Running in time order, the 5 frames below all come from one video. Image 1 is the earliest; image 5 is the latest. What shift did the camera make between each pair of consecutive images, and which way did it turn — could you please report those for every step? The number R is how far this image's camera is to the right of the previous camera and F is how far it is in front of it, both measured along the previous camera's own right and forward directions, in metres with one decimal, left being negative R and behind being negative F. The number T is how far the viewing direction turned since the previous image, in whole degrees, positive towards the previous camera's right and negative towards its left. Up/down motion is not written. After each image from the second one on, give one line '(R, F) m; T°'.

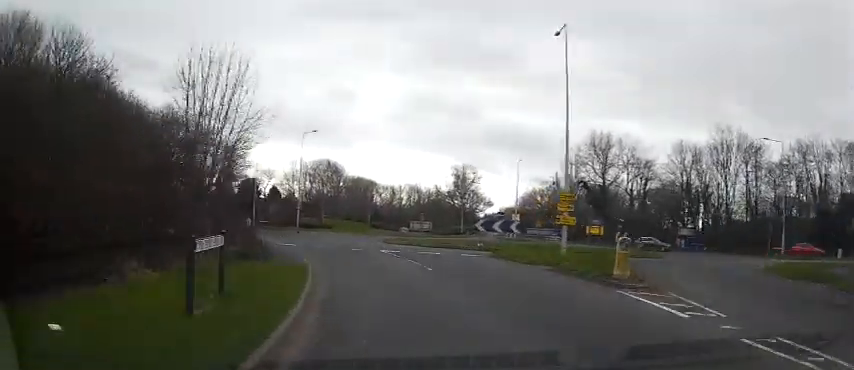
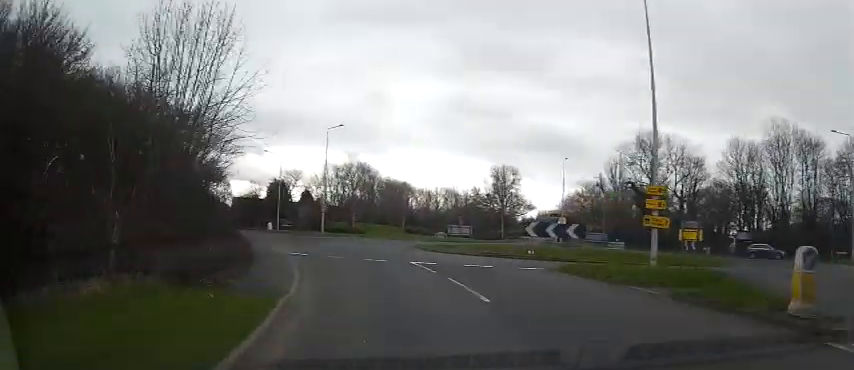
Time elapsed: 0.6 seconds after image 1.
(-0.2, +5.9) m; -5°
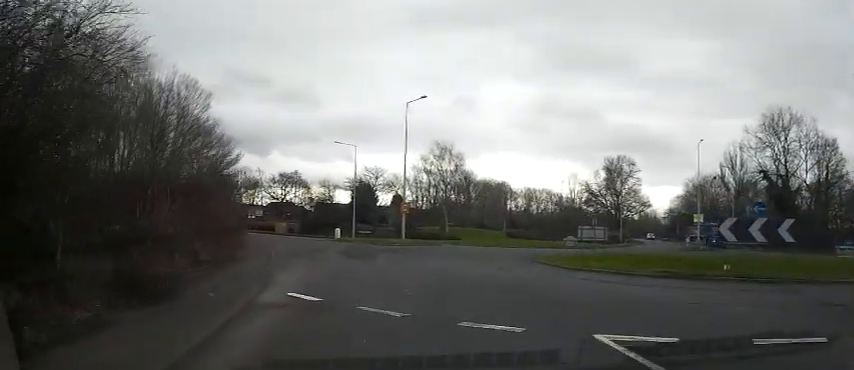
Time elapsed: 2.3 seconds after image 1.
(-1.5, +13.6) m; -11°
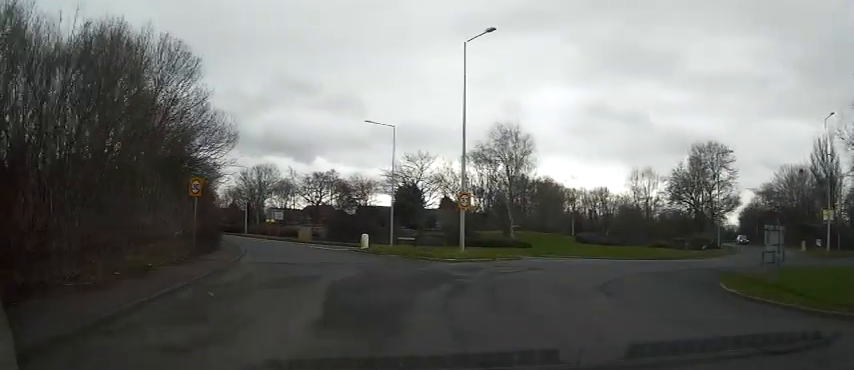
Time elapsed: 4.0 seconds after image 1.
(-0.9, +14.1) m; -2°
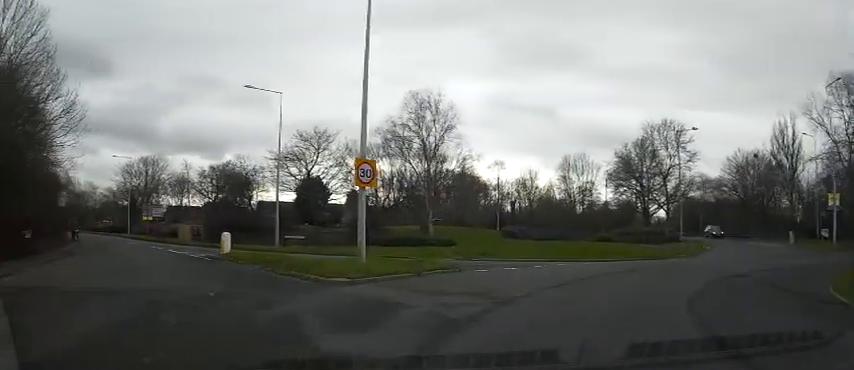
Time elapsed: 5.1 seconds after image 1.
(+0.7, +9.9) m; +11°
